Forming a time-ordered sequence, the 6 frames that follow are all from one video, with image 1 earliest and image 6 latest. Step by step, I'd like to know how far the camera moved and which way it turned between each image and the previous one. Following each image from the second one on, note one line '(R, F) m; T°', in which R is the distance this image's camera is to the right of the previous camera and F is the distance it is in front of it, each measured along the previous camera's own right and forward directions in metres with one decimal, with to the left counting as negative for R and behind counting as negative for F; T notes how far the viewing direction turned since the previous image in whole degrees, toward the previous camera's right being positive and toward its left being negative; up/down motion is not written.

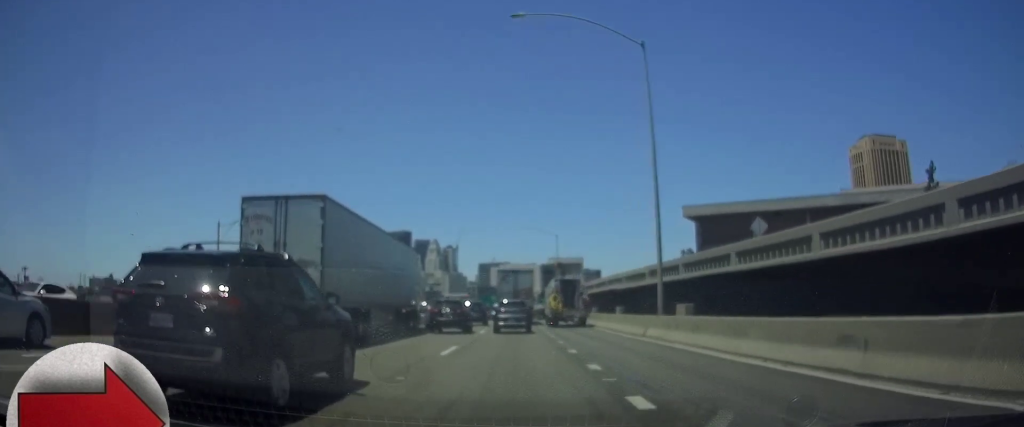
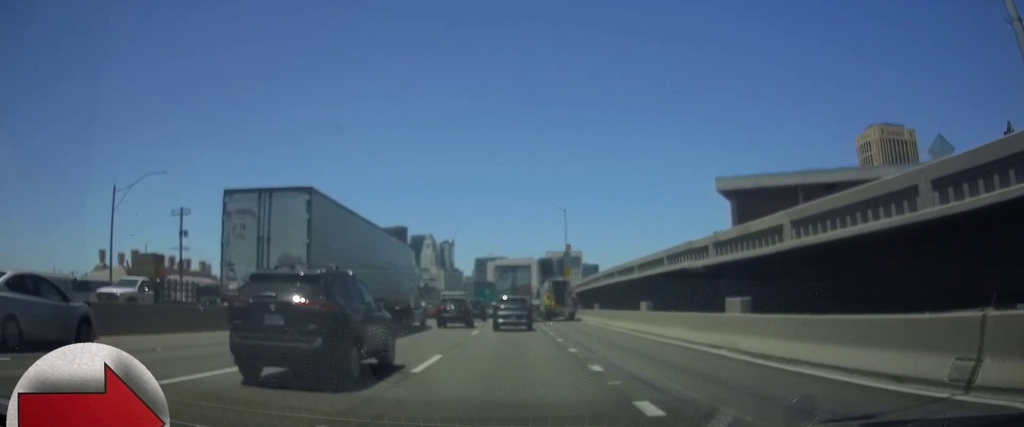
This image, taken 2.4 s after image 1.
(0.0, +20.1) m; 0°
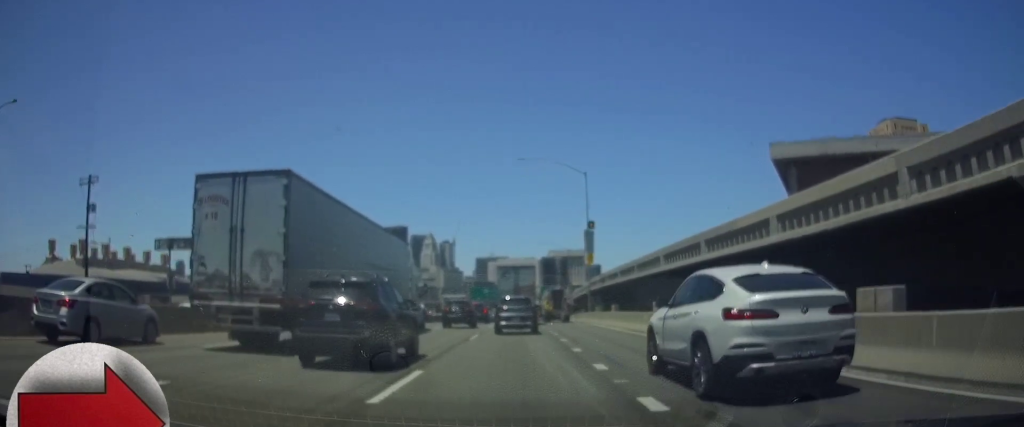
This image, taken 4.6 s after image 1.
(-0.2, +19.1) m; -1°
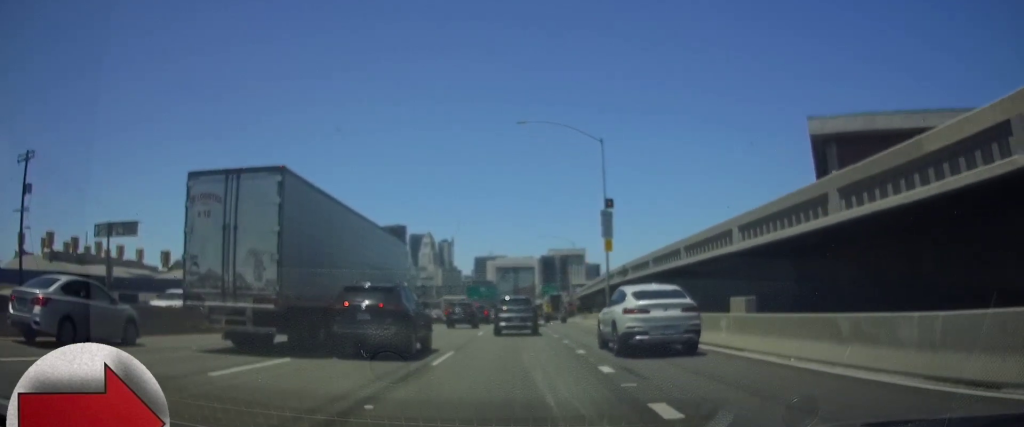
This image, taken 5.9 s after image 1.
(-0.1, +10.0) m; -1°
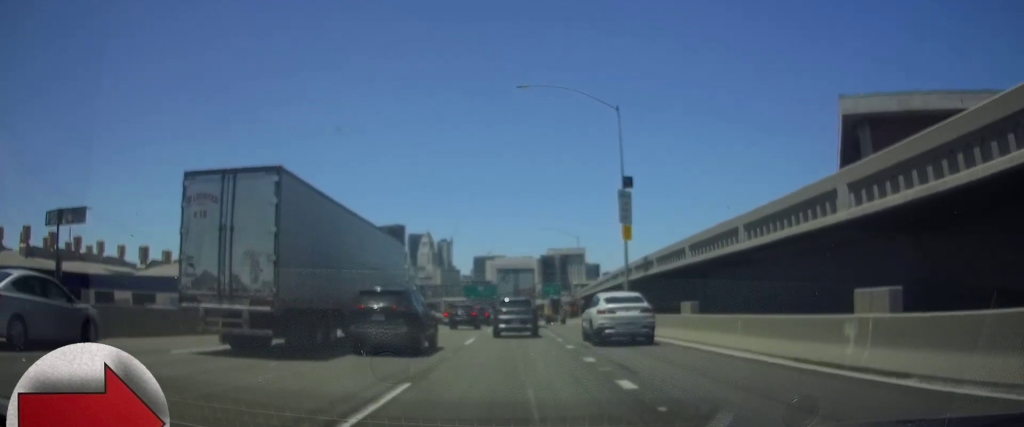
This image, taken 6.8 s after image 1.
(0.0, +6.5) m; 0°
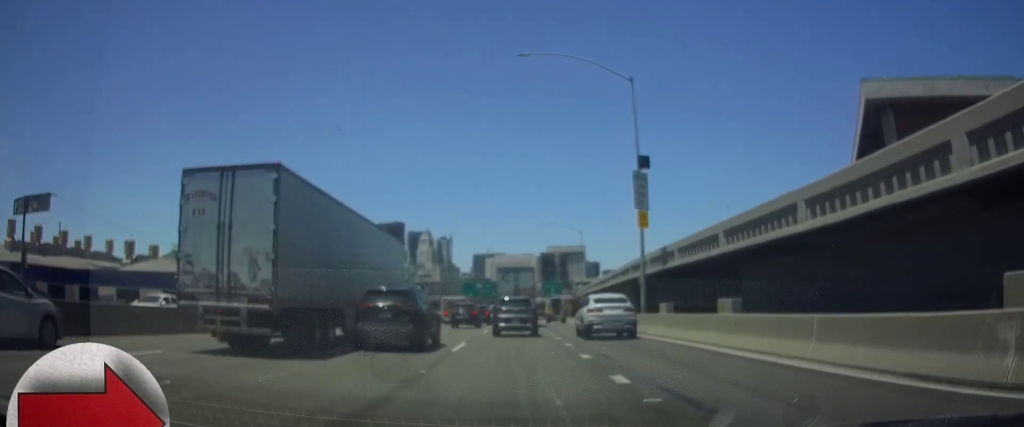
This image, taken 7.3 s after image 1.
(0.0, +3.9) m; +1°
